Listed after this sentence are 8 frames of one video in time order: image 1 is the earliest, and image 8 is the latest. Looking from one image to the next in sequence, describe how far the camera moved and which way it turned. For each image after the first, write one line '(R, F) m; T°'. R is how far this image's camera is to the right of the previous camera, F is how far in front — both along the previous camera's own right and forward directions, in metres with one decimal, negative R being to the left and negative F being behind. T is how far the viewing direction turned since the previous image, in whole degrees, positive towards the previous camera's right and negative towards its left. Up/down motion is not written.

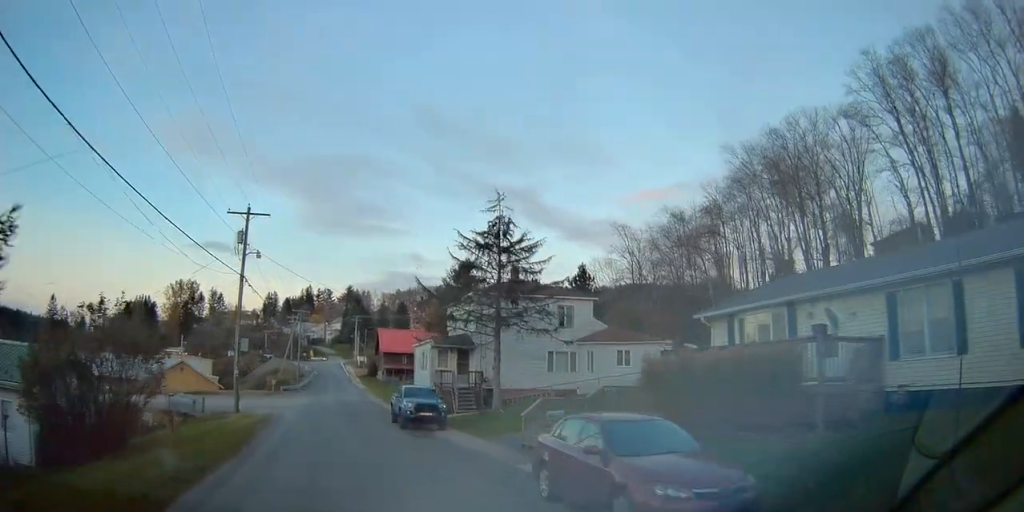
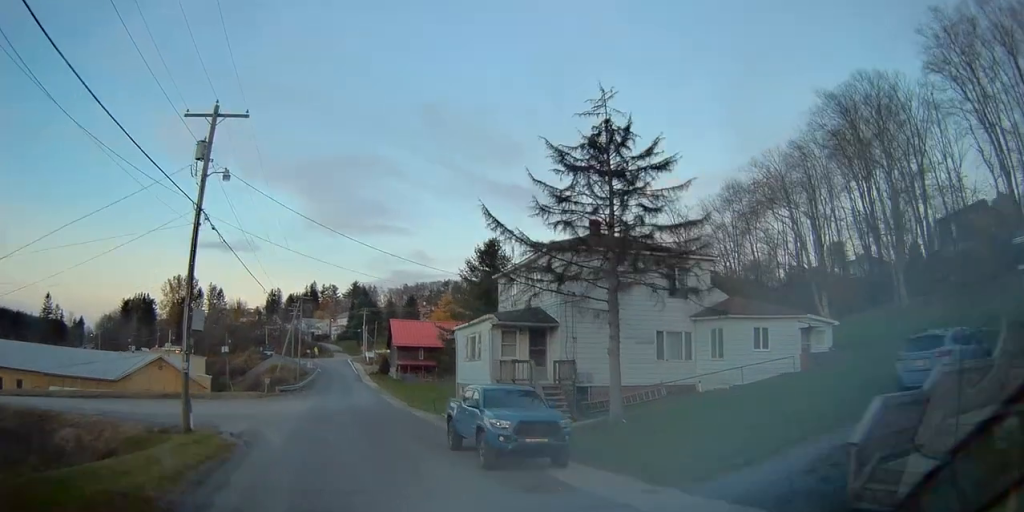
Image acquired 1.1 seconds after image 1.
(-0.1, +11.8) m; 0°
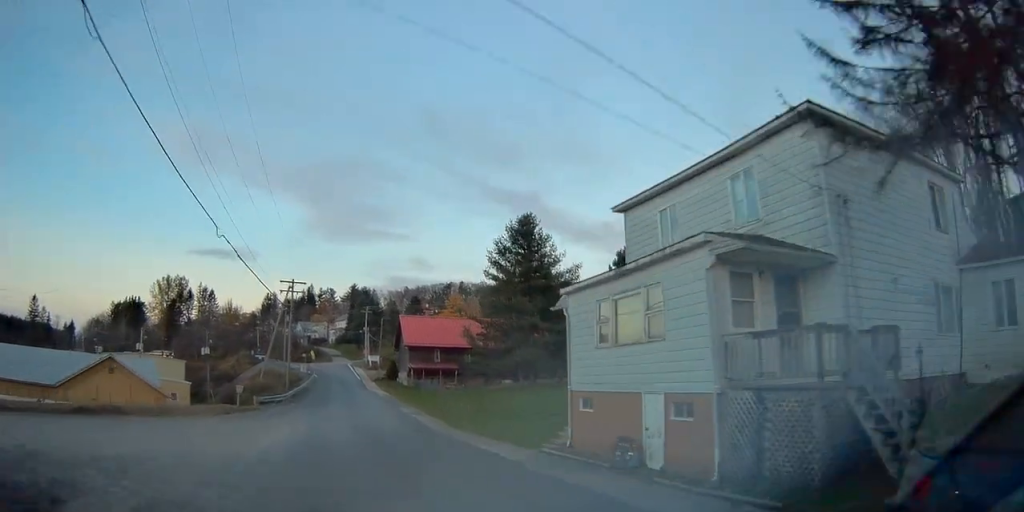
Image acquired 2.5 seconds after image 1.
(0.0, +14.2) m; 0°
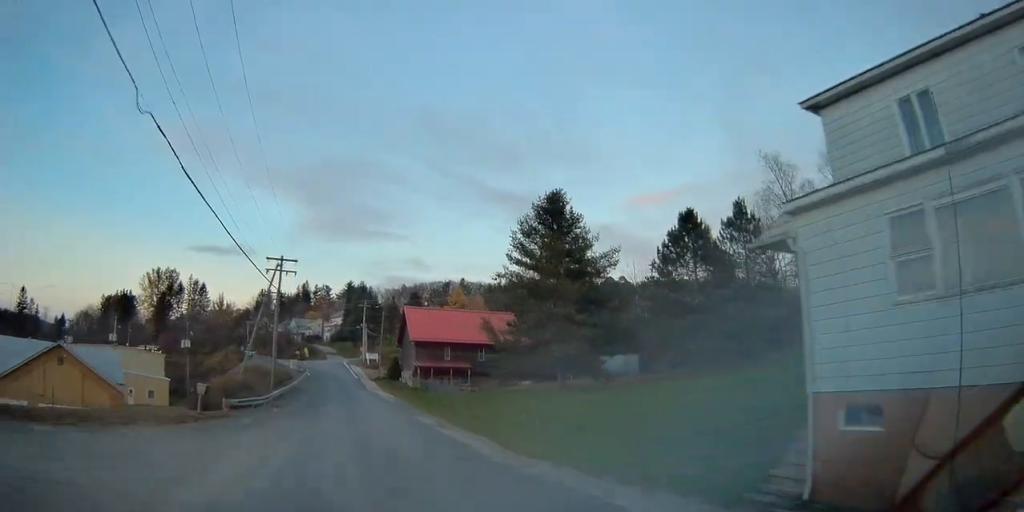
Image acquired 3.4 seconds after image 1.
(0.0, +9.0) m; 0°
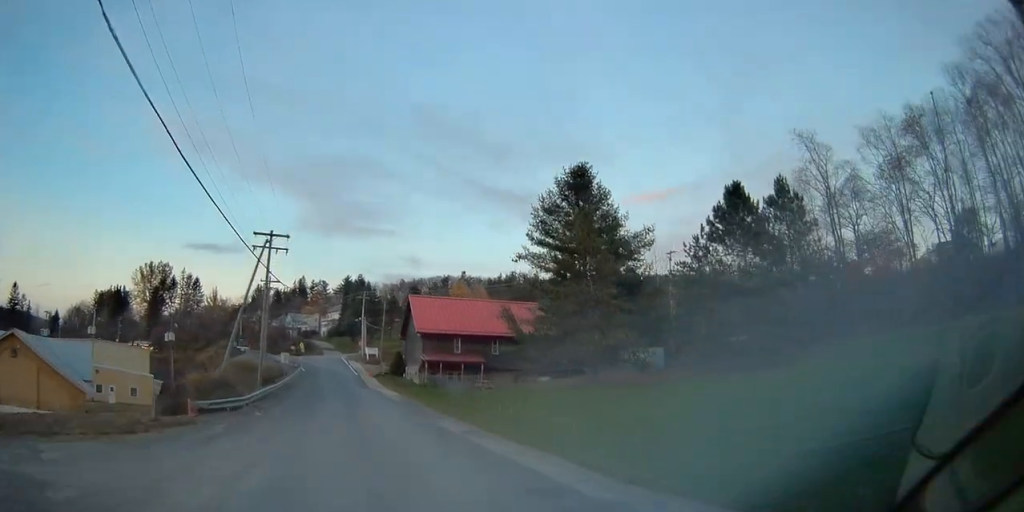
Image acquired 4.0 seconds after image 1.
(0.0, +6.3) m; 0°
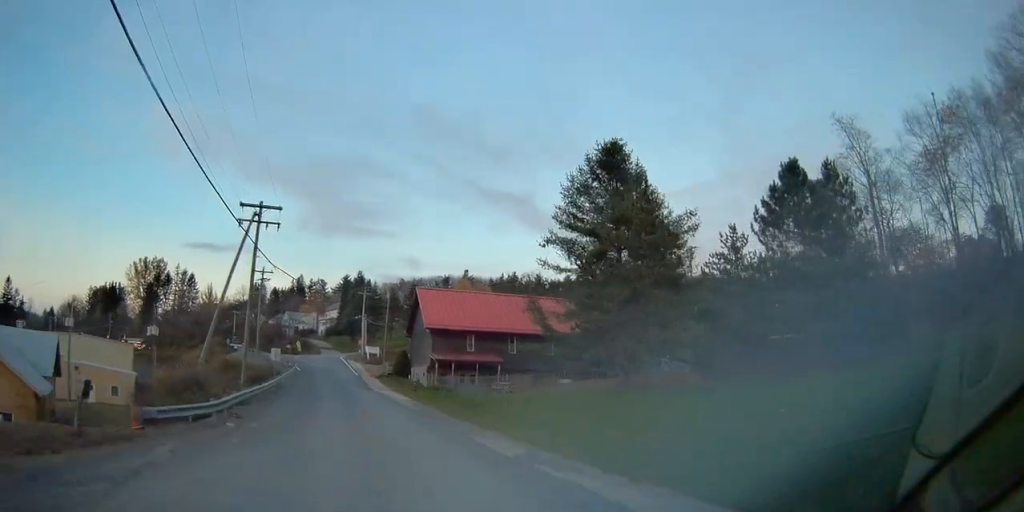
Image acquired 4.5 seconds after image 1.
(0.0, +5.9) m; 0°
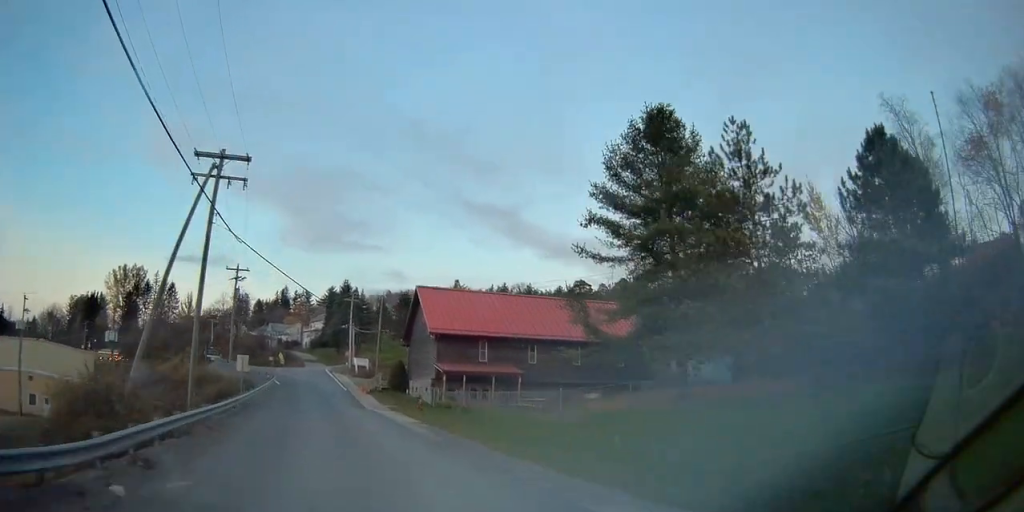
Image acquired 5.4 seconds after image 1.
(0.0, +8.7) m; +2°
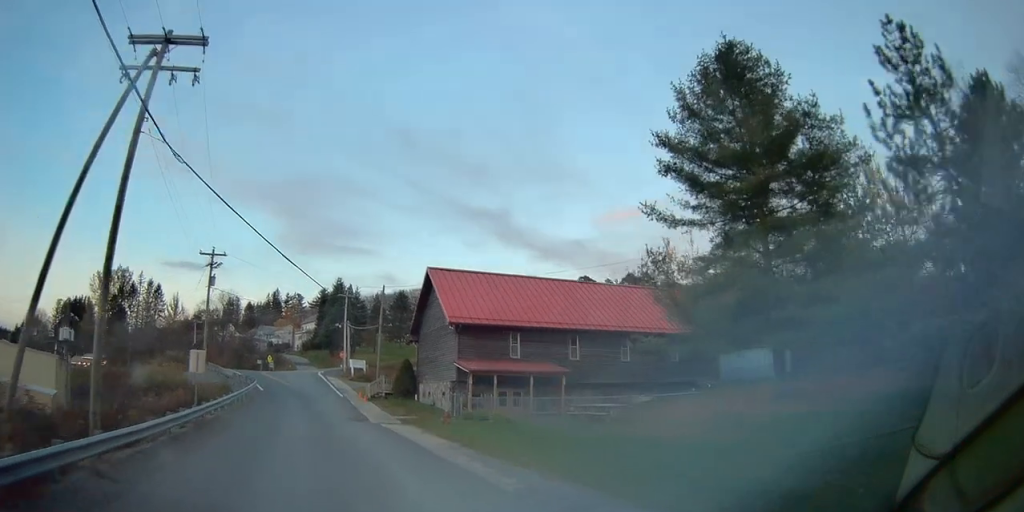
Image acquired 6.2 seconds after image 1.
(+0.2, +8.4) m; +2°
